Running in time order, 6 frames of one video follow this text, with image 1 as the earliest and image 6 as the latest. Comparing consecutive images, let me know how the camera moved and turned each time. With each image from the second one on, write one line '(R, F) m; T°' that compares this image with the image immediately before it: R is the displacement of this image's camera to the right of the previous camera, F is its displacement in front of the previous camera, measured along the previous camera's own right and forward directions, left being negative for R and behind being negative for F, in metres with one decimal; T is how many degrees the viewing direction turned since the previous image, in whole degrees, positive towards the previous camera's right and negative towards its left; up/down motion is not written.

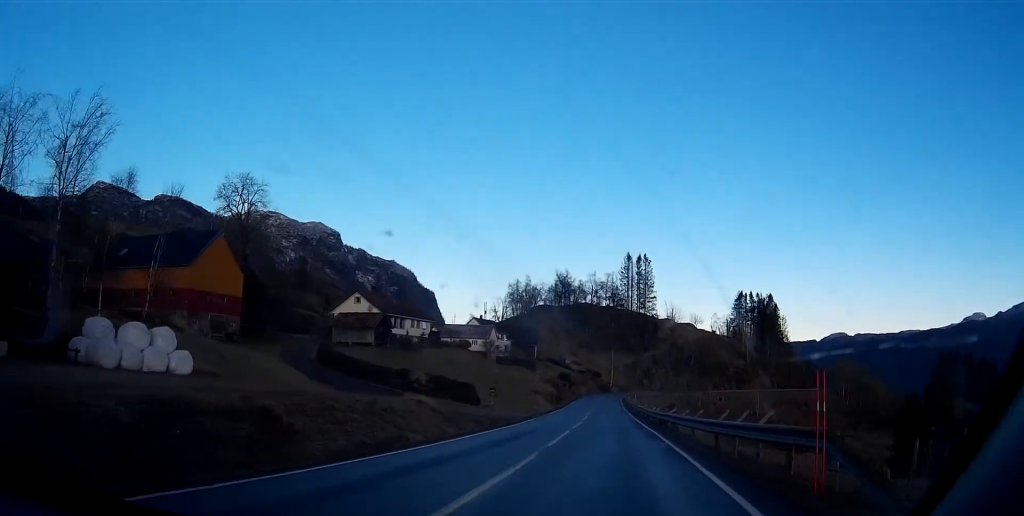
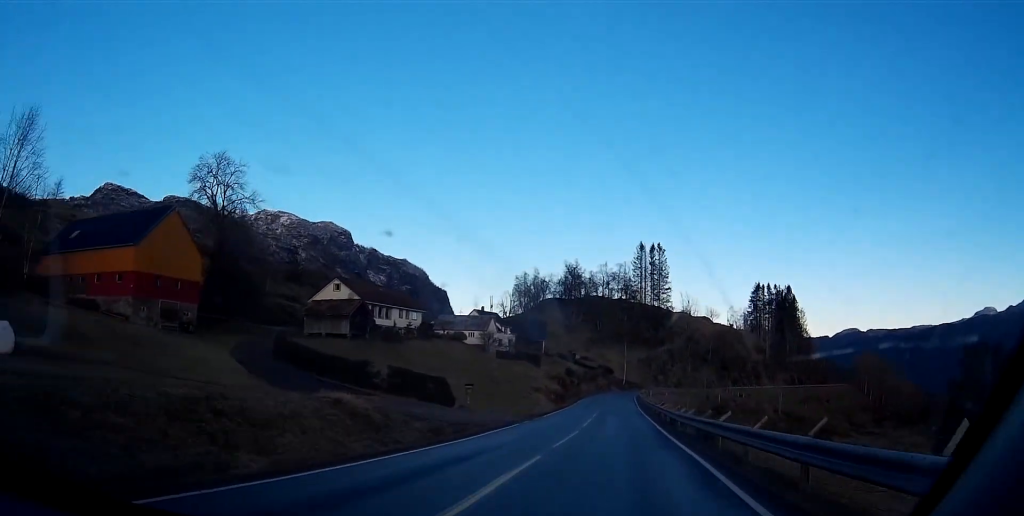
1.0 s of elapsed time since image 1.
(-0.1, +12.5) m; -1°
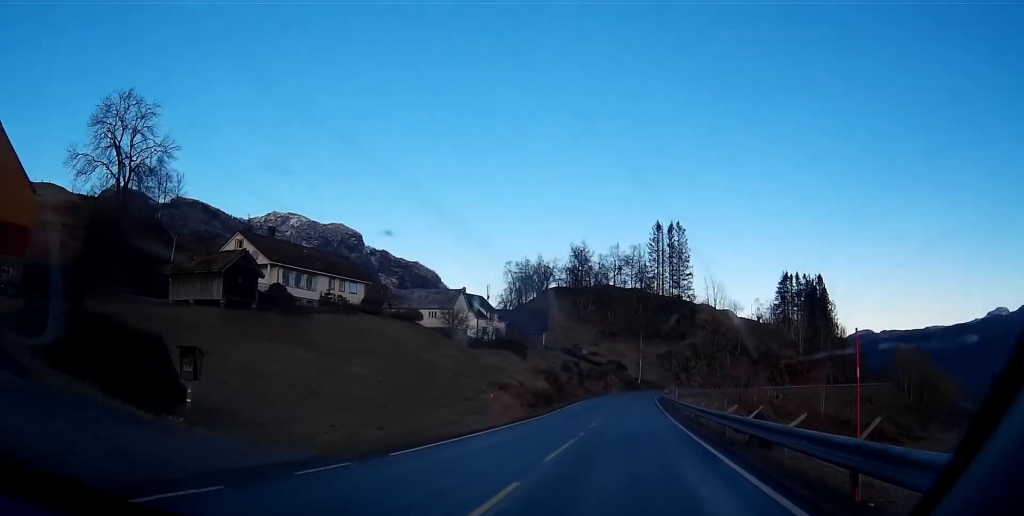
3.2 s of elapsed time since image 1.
(0.0, +28.9) m; 0°
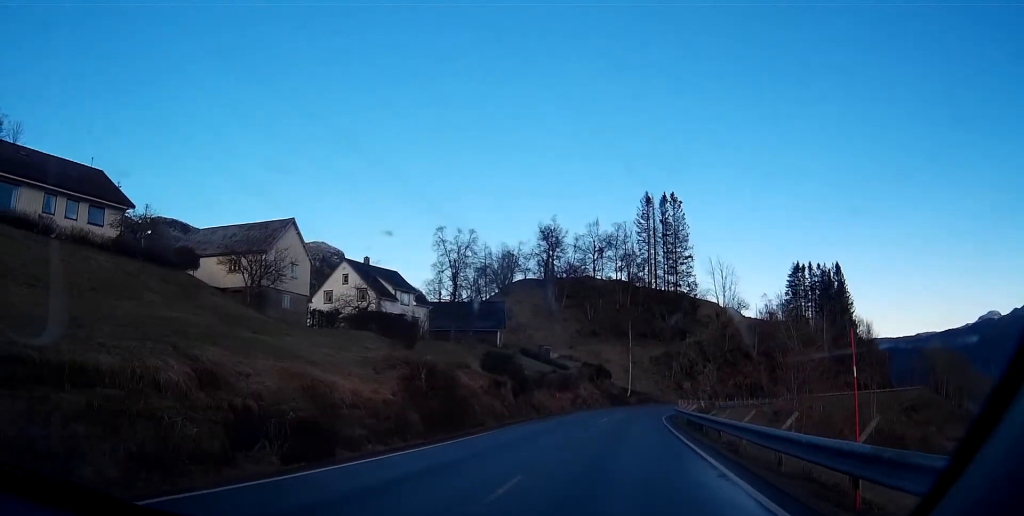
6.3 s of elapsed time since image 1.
(0.0, +39.3) m; 0°
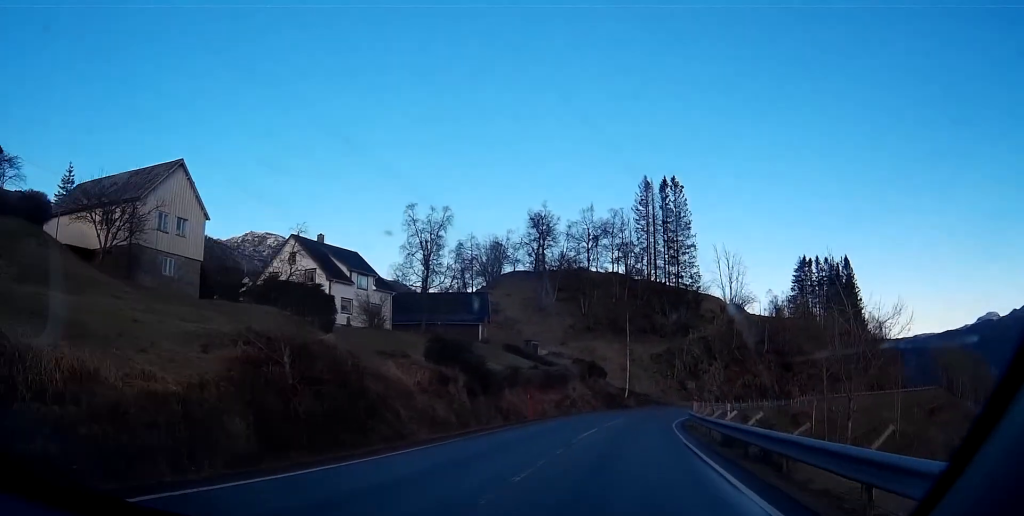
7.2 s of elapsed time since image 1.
(+0.1, +12.0) m; +1°
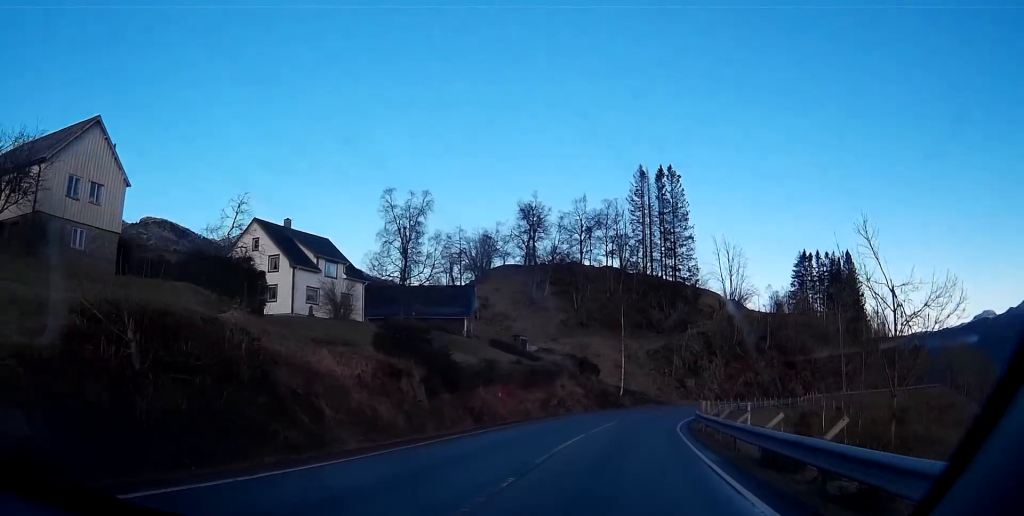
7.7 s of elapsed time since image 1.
(+0.1, +6.1) m; +1°
